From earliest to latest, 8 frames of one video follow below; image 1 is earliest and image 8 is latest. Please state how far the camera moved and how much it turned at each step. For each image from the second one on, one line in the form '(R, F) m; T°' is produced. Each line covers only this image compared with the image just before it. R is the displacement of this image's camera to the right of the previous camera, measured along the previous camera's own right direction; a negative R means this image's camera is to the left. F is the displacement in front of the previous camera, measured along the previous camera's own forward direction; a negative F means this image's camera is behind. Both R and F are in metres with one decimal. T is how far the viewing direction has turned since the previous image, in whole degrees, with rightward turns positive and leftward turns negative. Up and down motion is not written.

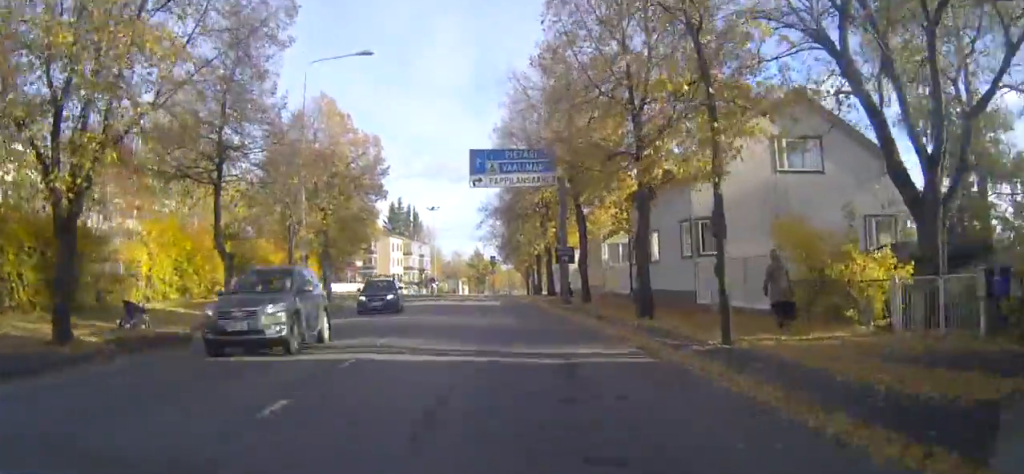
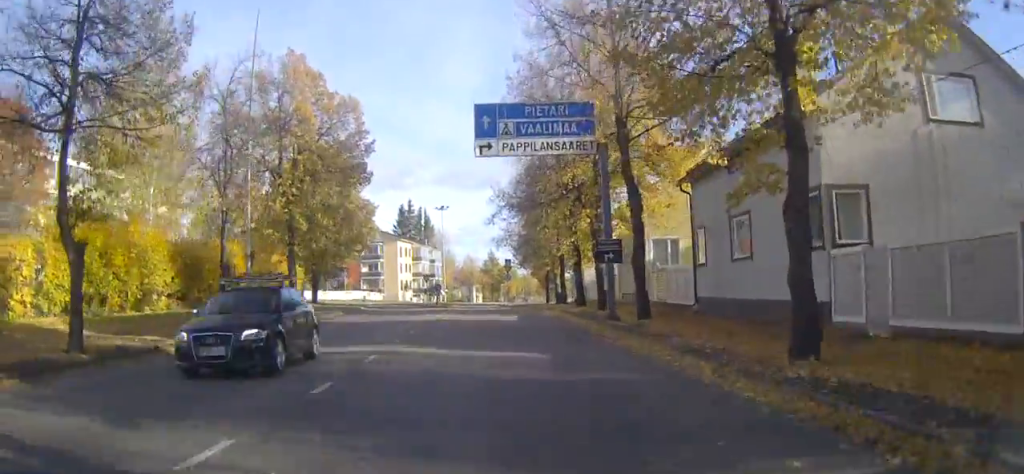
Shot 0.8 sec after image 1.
(-0.1, +10.0) m; -1°
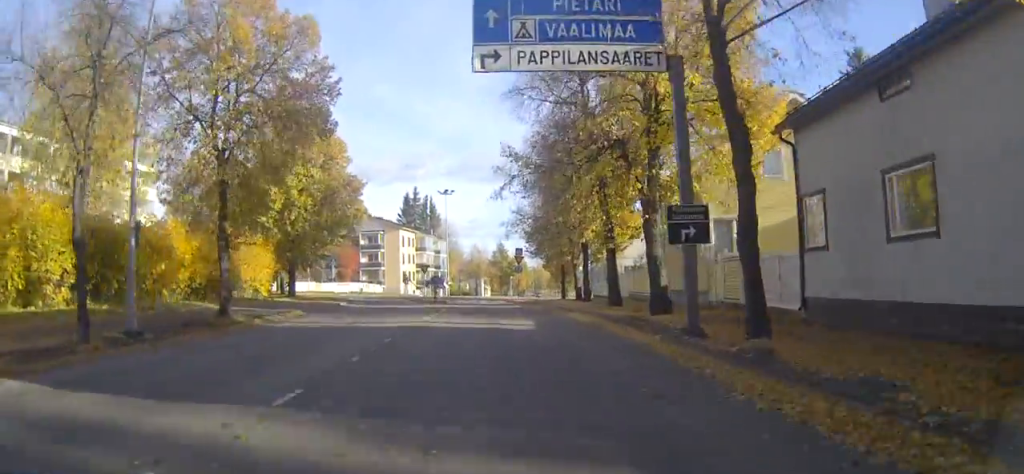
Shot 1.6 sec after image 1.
(-0.1, +9.5) m; -2°
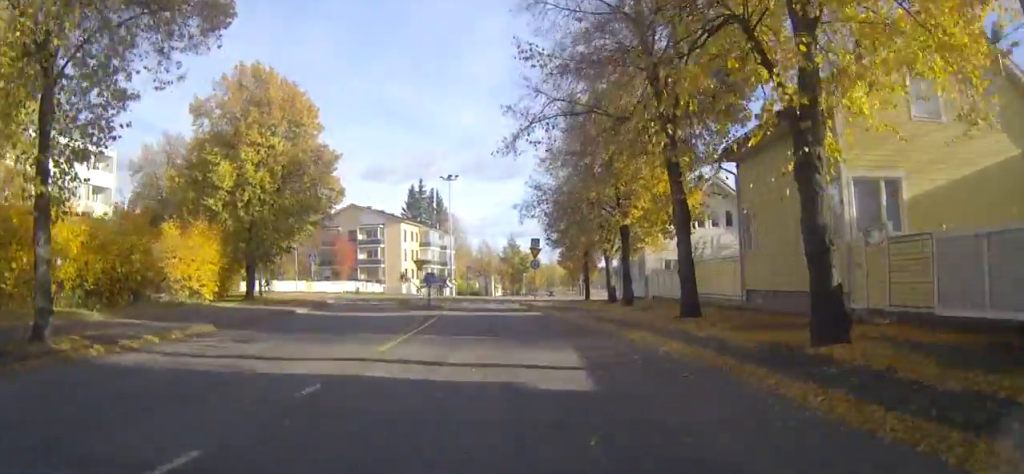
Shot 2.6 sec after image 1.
(-0.3, +11.2) m; -1°
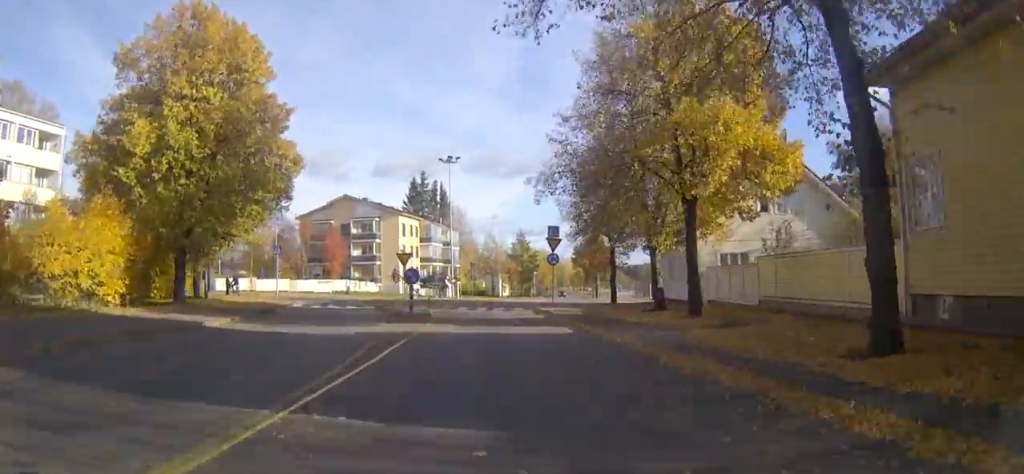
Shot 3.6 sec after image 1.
(0.0, +10.9) m; 0°
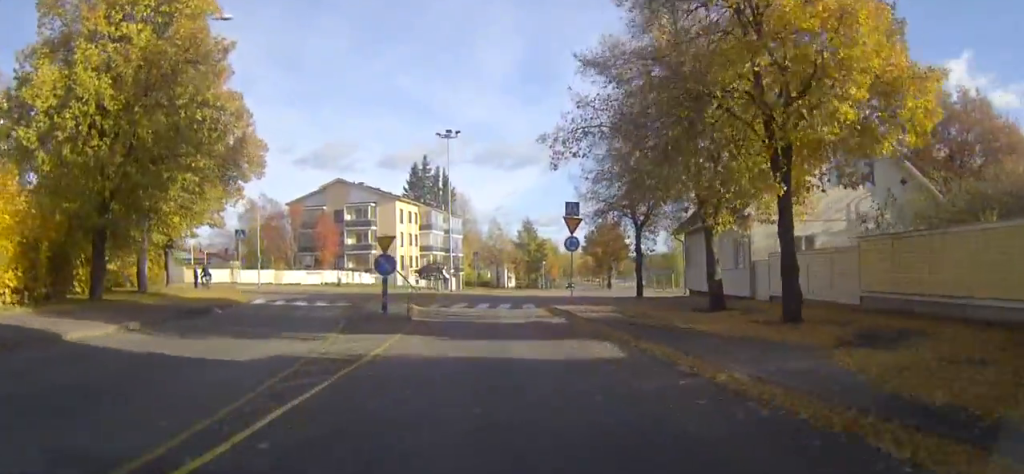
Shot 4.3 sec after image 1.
(0.0, +7.9) m; -1°
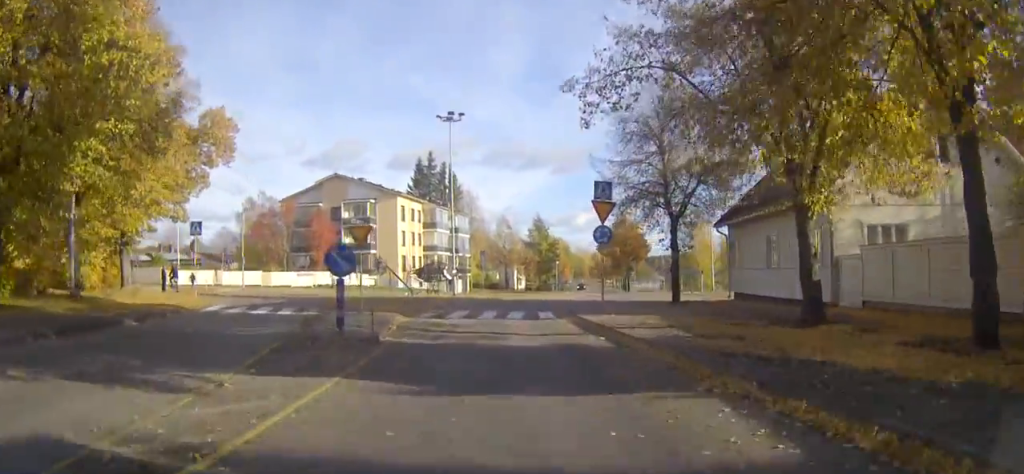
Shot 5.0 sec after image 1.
(-0.1, +7.1) m; 0°
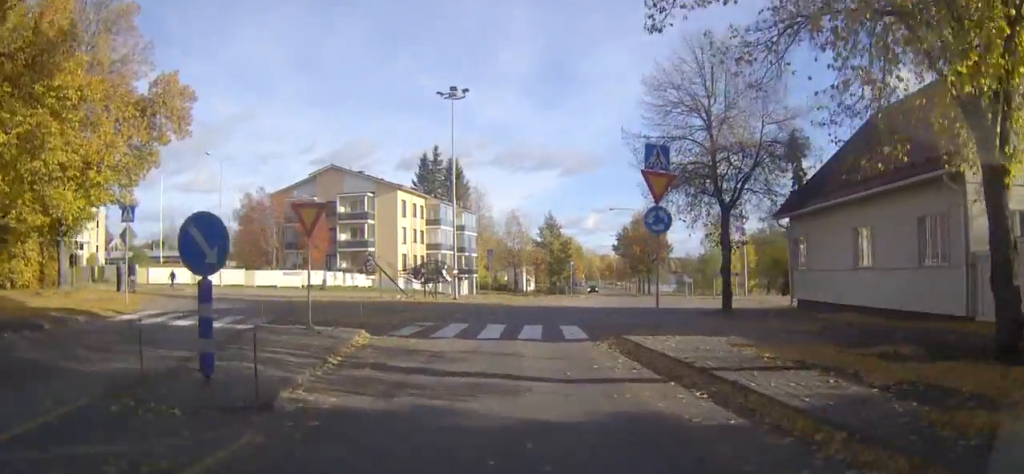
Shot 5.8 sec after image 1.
(0.0, +7.4) m; 0°
